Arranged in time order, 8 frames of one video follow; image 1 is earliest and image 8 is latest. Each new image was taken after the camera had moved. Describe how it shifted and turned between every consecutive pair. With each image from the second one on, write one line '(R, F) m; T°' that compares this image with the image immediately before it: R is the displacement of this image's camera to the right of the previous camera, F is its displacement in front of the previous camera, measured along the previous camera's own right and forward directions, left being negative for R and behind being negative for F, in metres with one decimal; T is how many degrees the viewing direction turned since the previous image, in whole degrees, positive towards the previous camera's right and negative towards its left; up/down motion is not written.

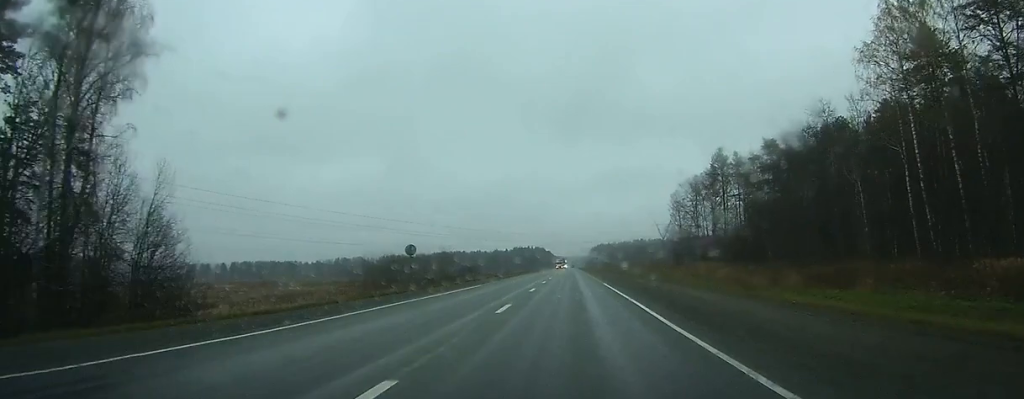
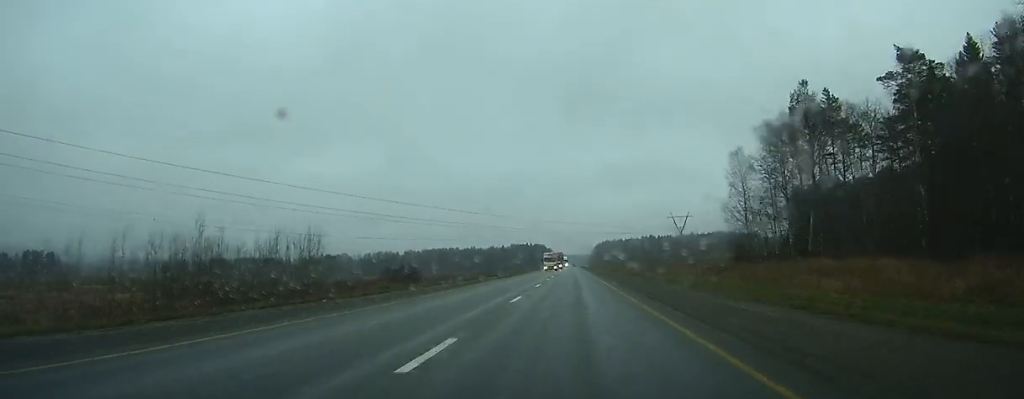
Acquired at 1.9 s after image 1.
(-0.1, +56.6) m; 0°
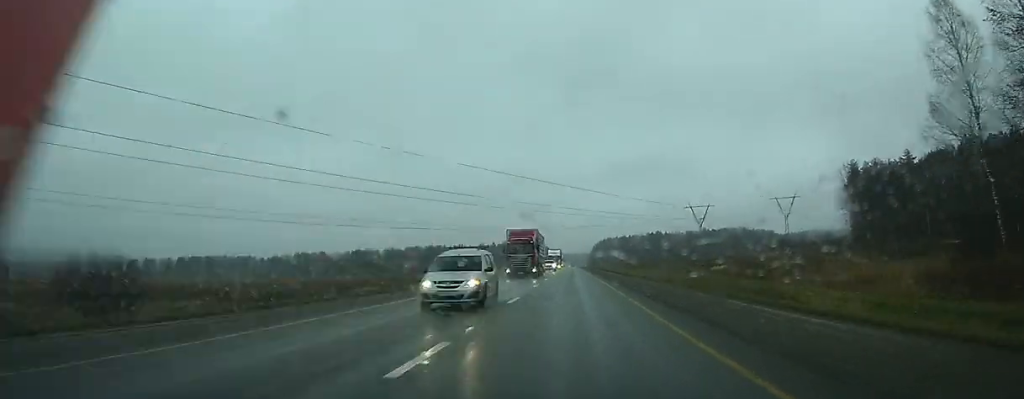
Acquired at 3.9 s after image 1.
(-0.5, +60.5) m; -1°
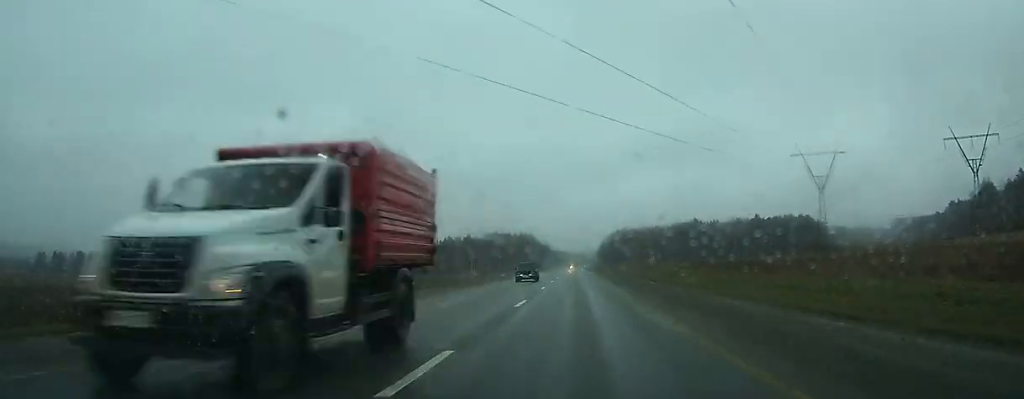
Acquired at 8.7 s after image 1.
(-1.0, +145.4) m; -1°
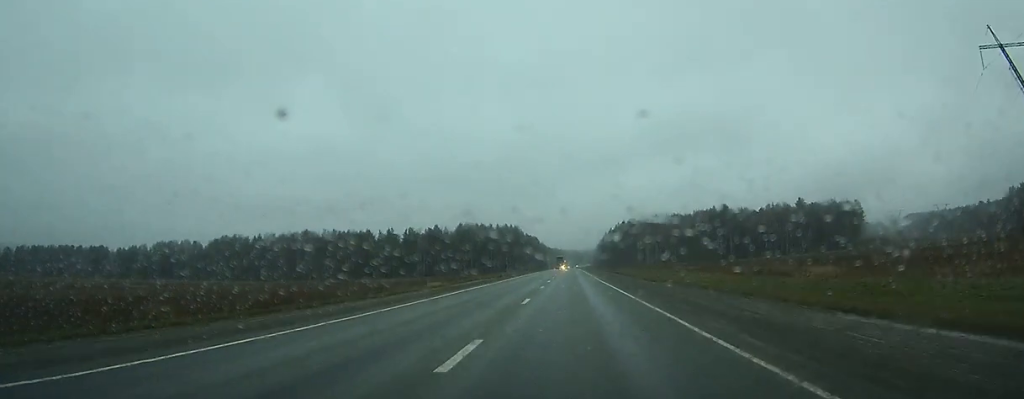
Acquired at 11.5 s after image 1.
(+0.2, +81.4) m; 0°
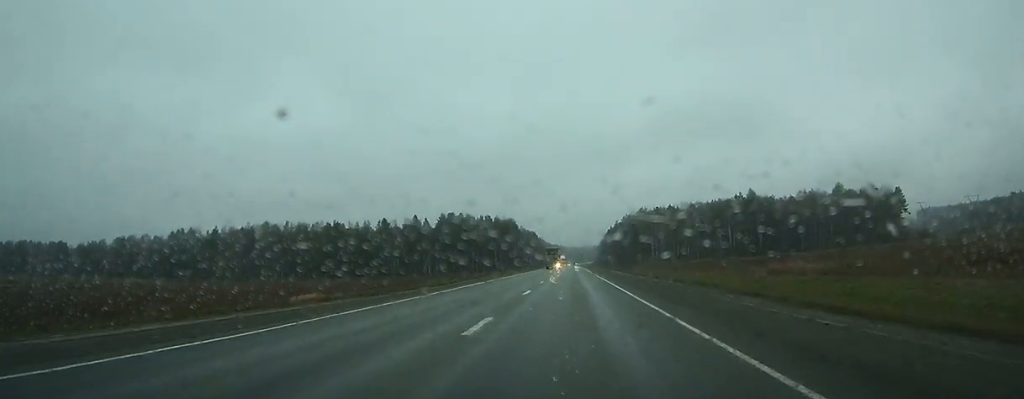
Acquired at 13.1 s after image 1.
(+0.1, +43.5) m; 0°
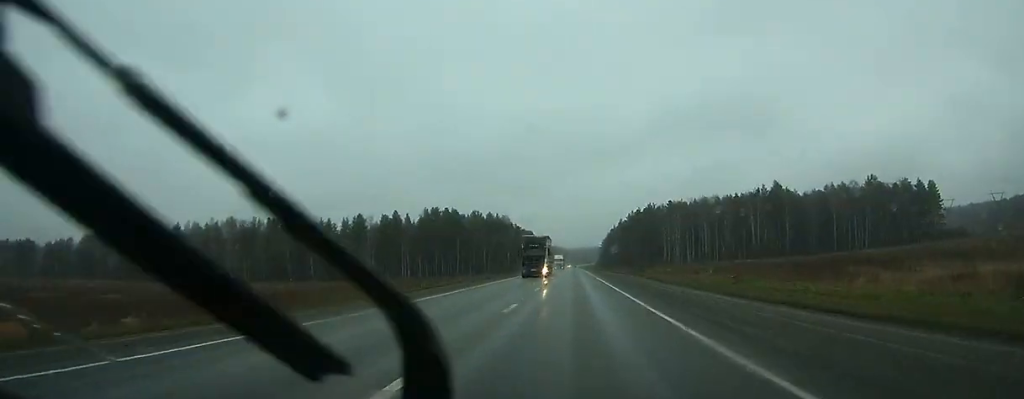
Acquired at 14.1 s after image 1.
(0.0, +29.7) m; 0°
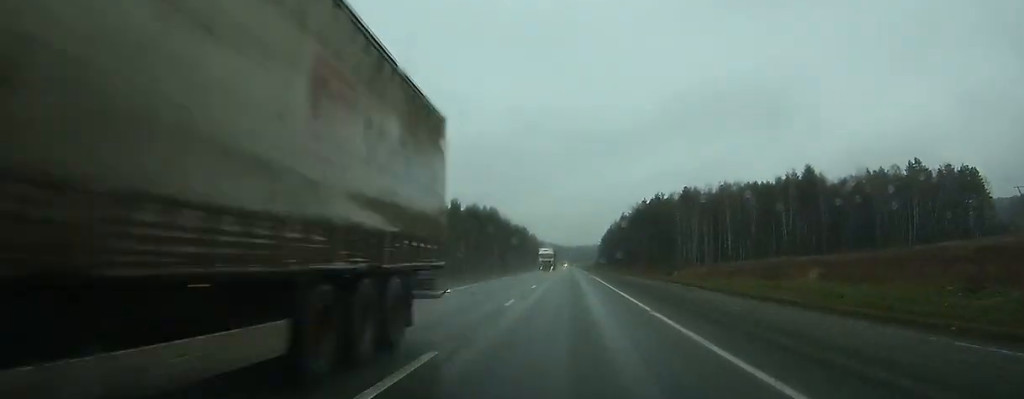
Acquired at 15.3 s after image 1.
(0.0, +32.8) m; 0°
